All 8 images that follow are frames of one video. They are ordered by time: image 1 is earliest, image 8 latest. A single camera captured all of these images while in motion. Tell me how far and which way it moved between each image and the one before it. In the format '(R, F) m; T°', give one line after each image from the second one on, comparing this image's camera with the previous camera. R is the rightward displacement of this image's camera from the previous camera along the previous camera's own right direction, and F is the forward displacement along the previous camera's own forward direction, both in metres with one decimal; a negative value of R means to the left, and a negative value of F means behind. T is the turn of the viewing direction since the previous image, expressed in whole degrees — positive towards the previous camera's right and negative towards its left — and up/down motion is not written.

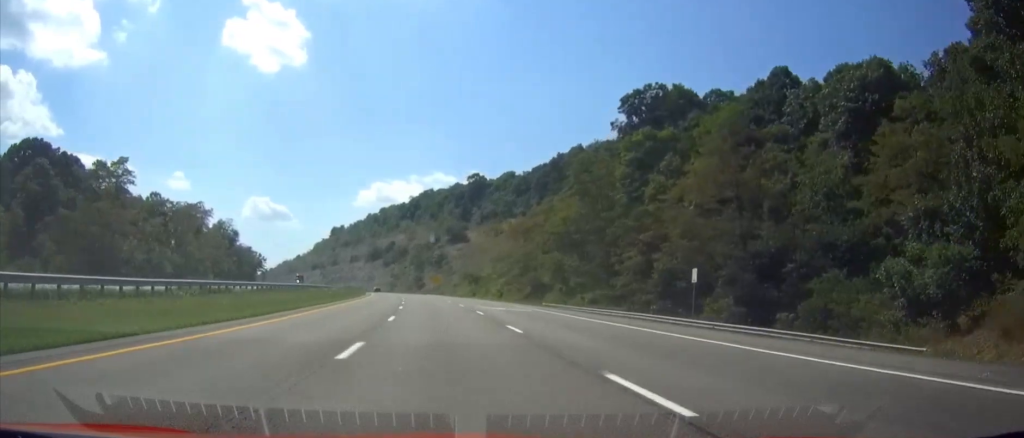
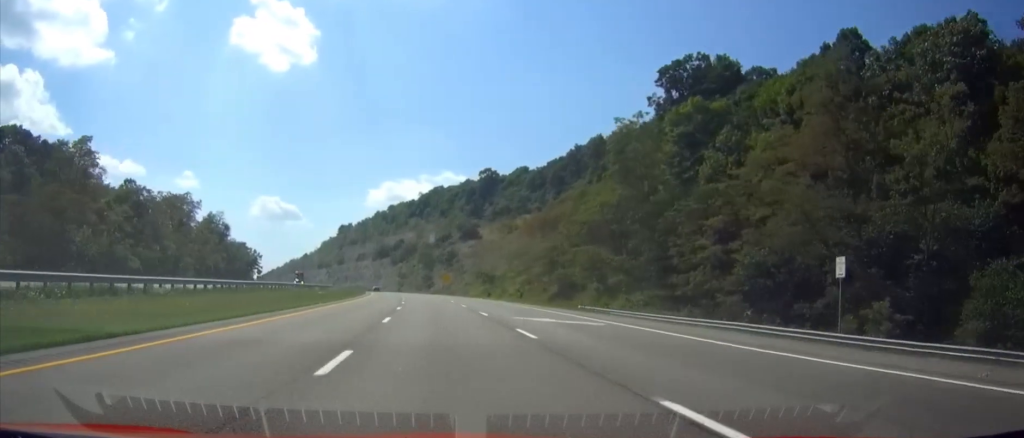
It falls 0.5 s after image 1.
(+0.3, +14.6) m; -2°
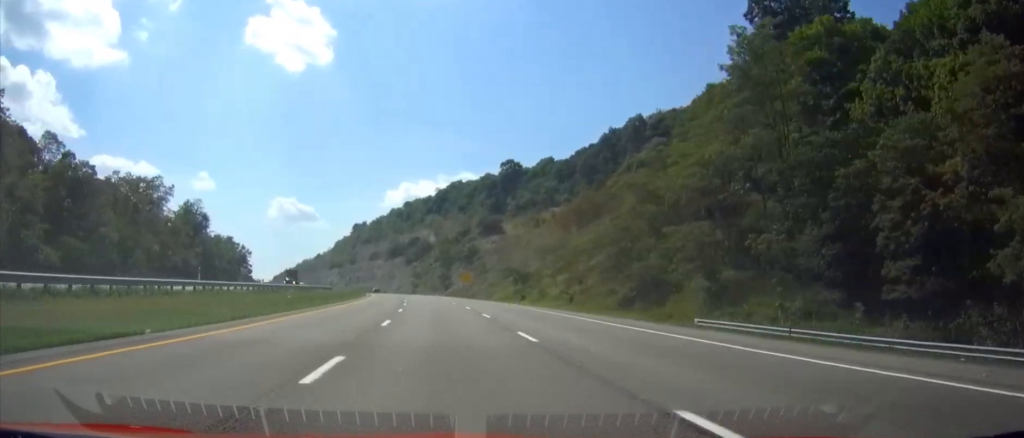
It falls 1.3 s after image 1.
(-1.7, +25.1) m; -3°
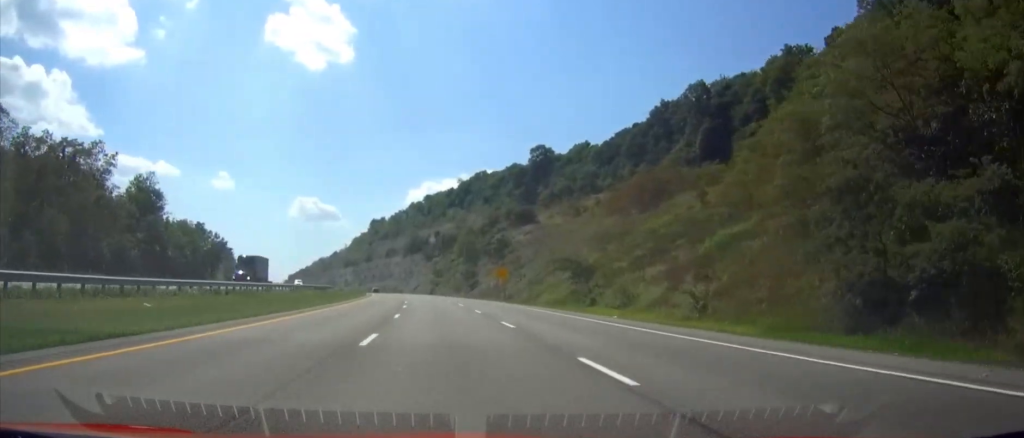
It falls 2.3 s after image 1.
(-0.4, +31.6) m; -1°
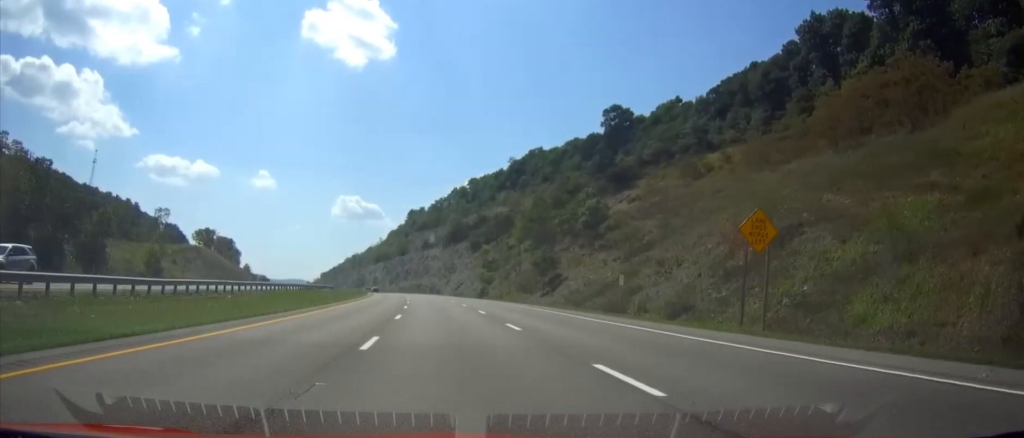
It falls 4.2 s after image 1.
(0.0, +62.7) m; 0°
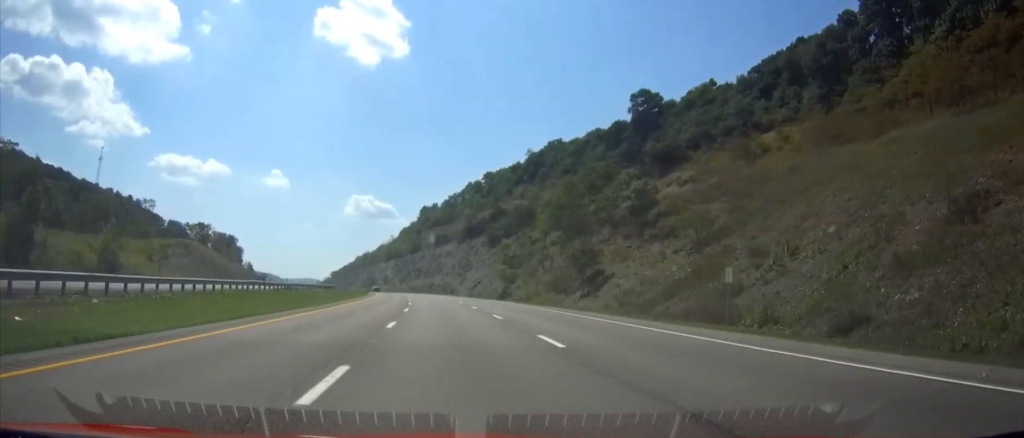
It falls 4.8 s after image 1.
(0.0, +18.3) m; 0°
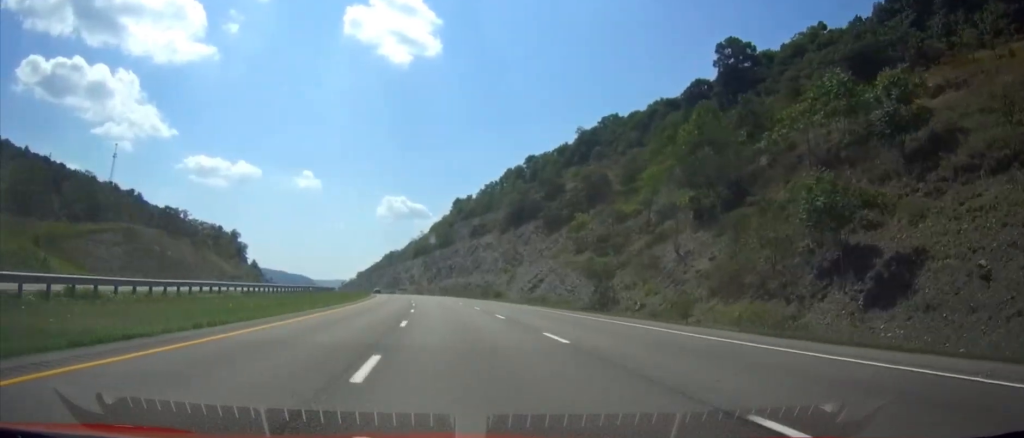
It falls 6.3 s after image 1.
(0.0, +47.6) m; 0°
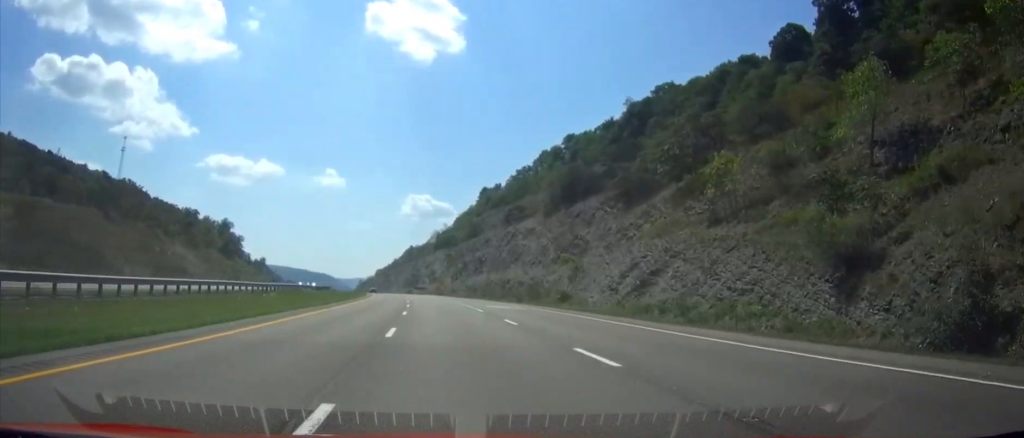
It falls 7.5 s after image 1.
(0.0, +41.6) m; -1°
